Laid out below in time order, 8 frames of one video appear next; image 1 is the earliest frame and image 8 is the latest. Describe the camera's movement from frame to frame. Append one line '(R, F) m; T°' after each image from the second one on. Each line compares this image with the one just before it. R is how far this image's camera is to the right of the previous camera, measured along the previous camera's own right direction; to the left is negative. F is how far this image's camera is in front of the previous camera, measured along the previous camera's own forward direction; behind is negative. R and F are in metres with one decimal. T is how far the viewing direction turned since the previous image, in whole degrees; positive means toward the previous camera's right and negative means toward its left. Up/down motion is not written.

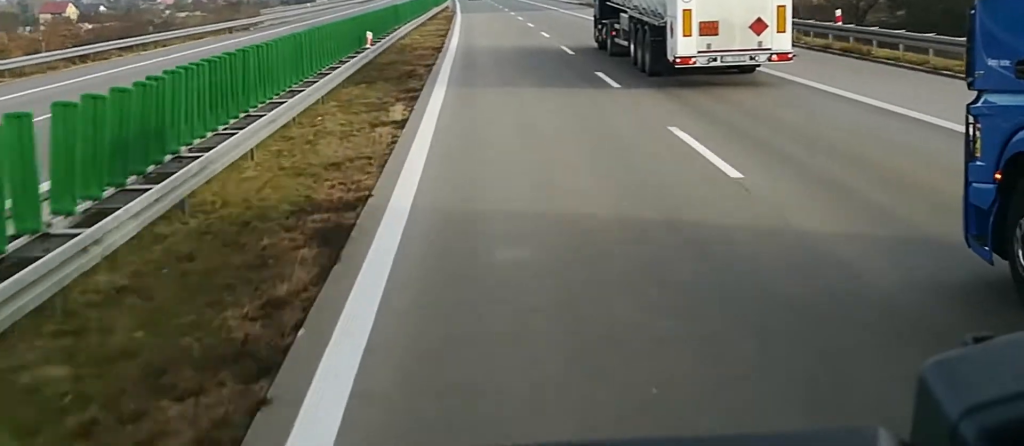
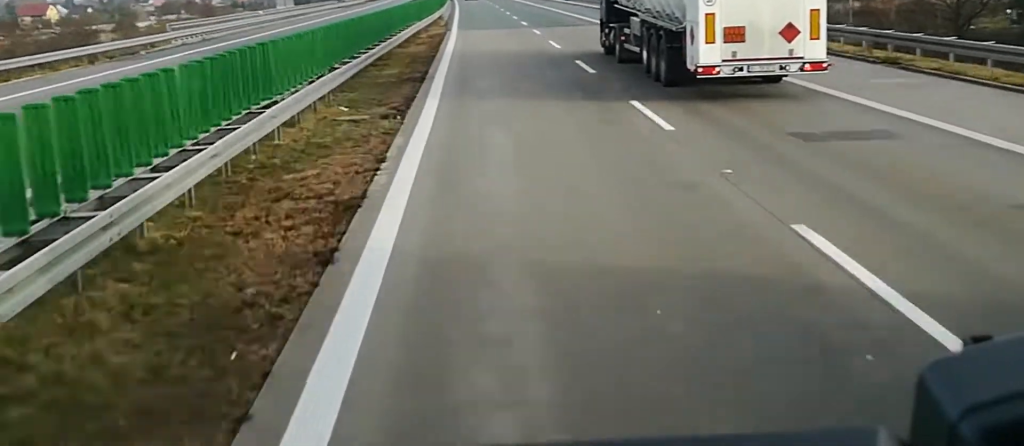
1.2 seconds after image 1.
(+0.3, +30.8) m; +1°
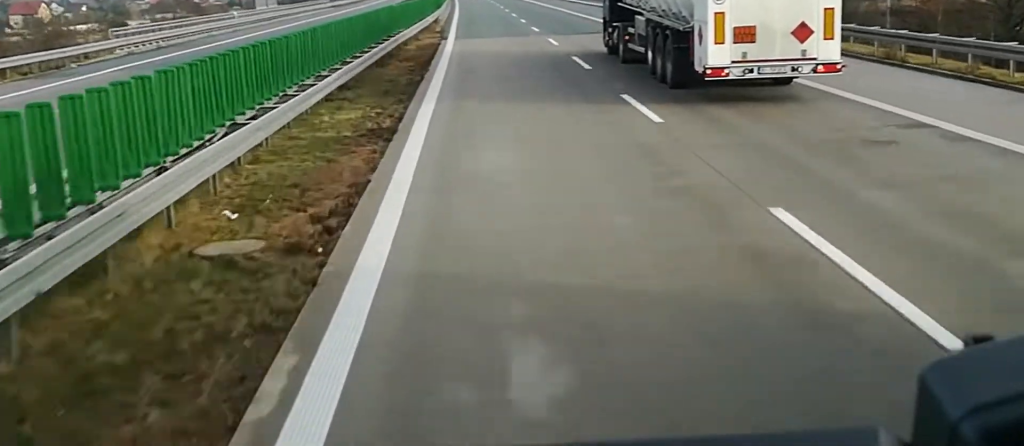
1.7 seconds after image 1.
(0.0, +11.7) m; -1°
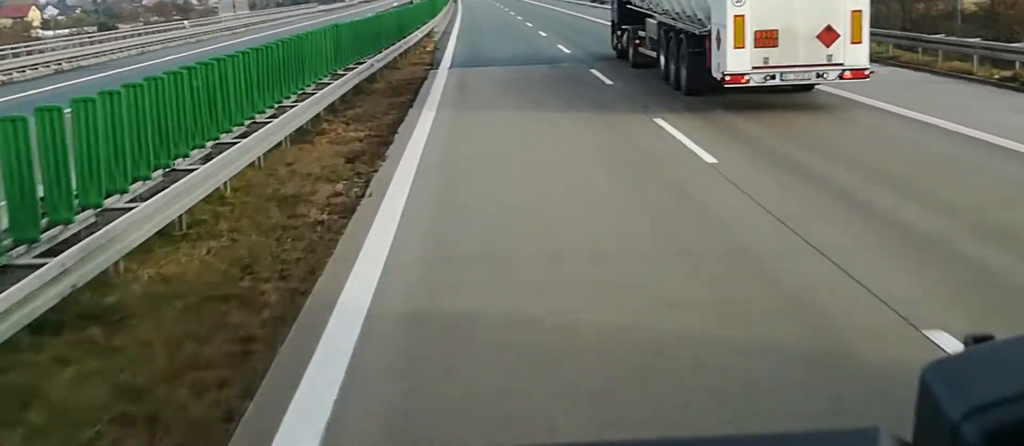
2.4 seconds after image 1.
(+0.1, +15.8) m; -1°
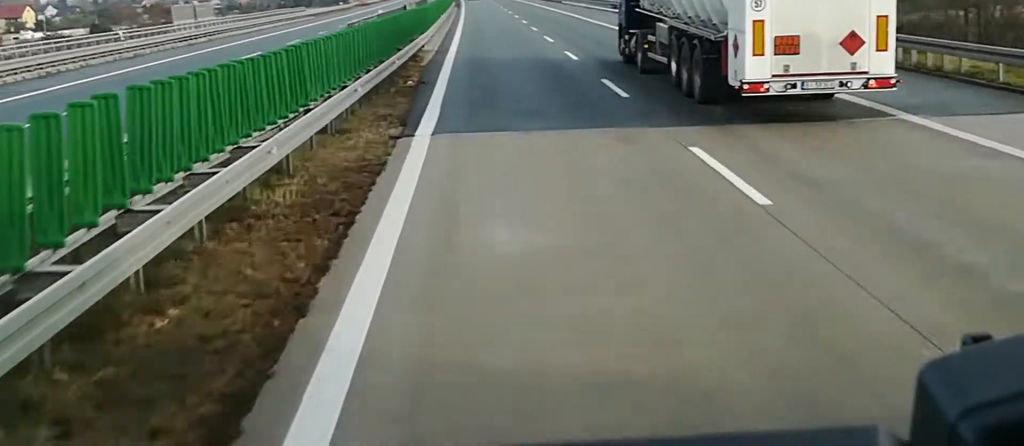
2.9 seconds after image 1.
(-0.3, +14.1) m; -1°
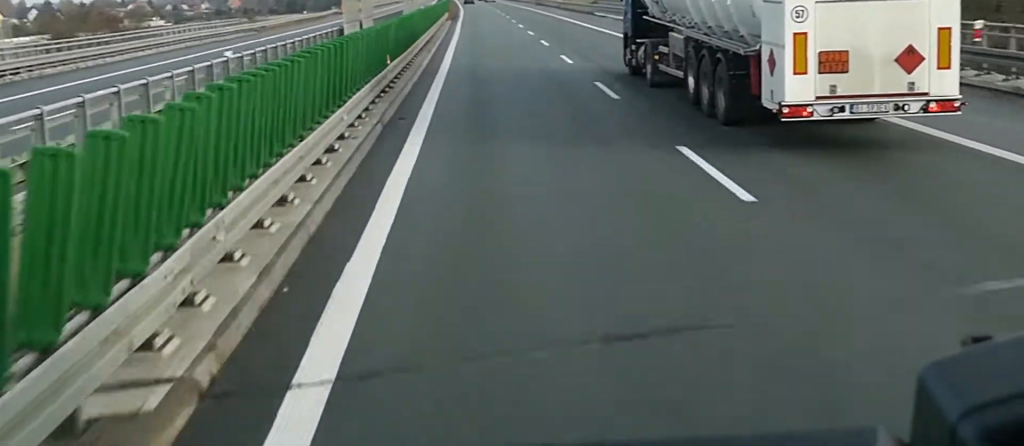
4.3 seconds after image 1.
(-0.2, +35.1) m; 0°
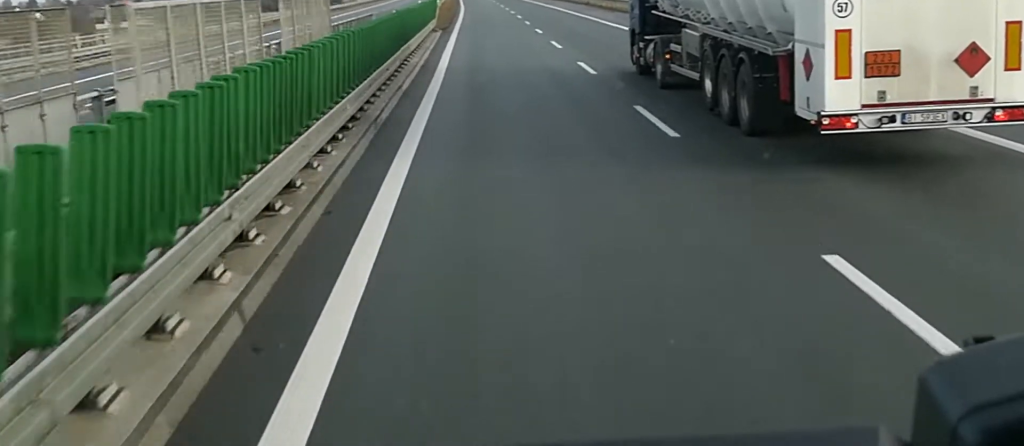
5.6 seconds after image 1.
(0.0, +31.9) m; 0°
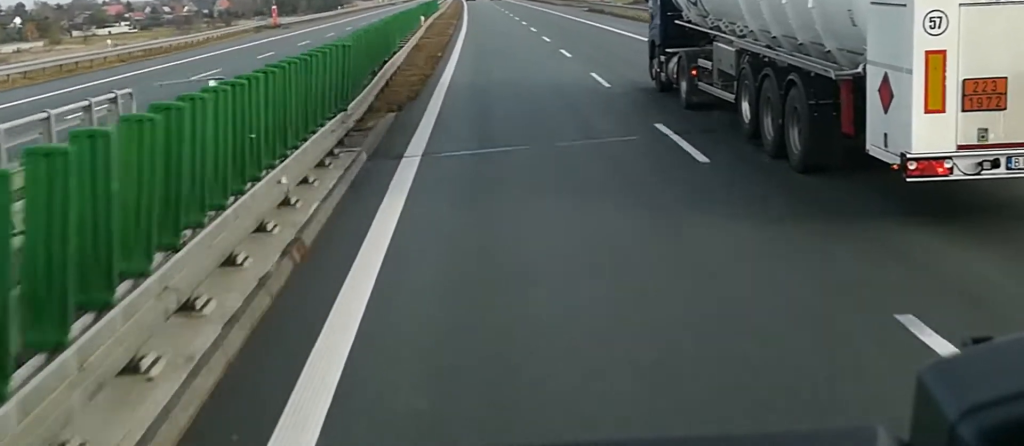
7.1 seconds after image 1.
(0.0, +37.0) m; -1°
